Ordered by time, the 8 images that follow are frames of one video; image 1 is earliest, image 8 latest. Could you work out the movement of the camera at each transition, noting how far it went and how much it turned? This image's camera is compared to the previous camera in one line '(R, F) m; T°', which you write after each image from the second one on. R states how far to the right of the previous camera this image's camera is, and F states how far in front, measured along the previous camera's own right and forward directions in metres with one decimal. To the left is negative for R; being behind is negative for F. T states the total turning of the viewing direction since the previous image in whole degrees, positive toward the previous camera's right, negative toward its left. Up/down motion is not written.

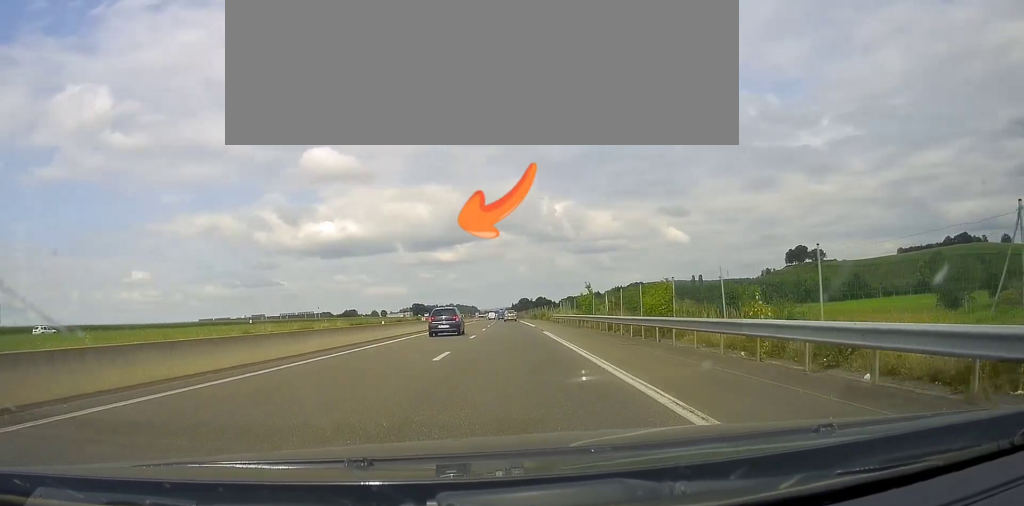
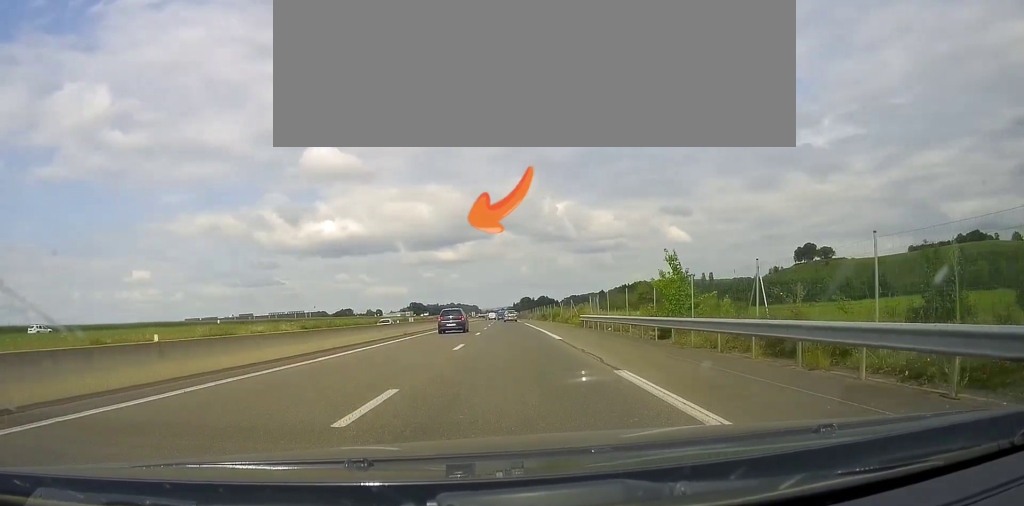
(-0.5, +21.9) m; -1°
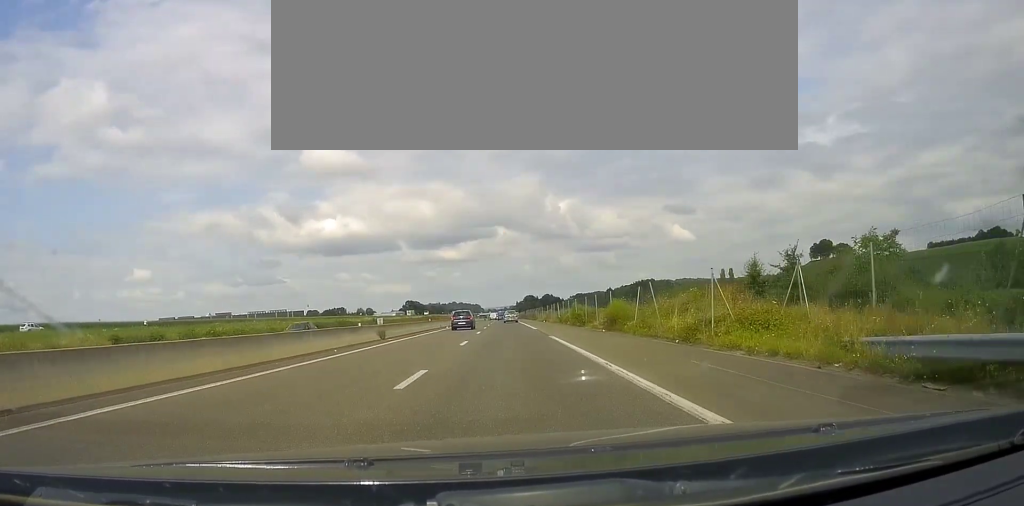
(0.0, +36.0) m; +1°
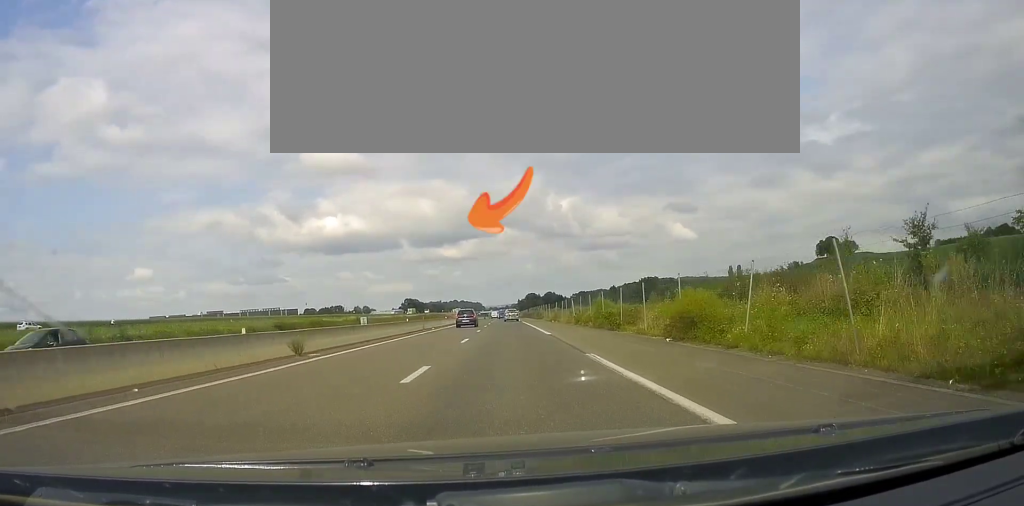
(0.0, +12.6) m; 0°
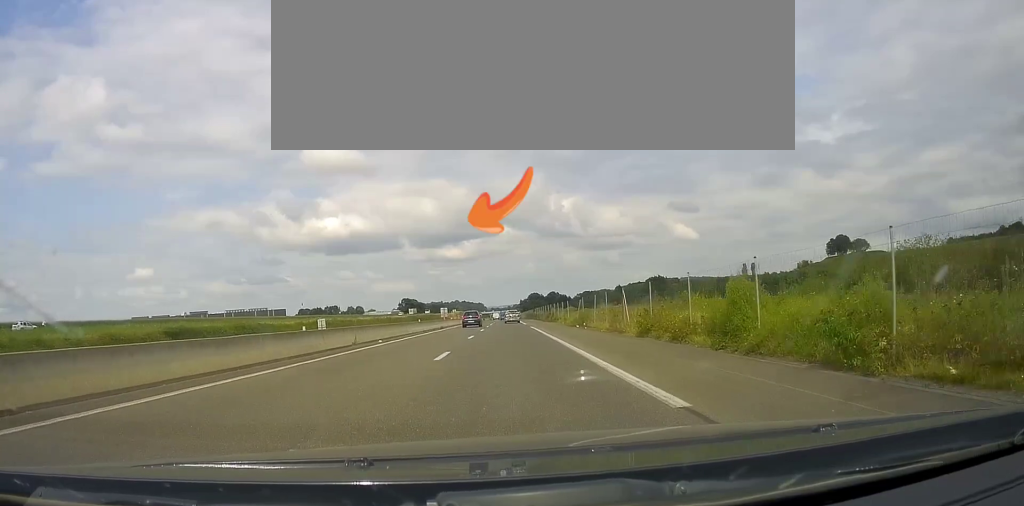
(0.0, +21.4) m; 0°
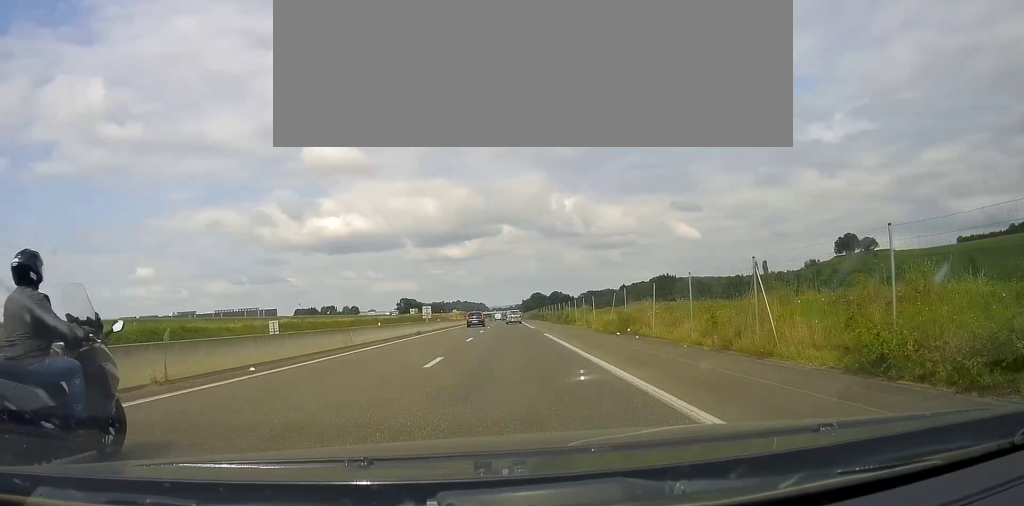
(+0.1, +15.0) m; -1°
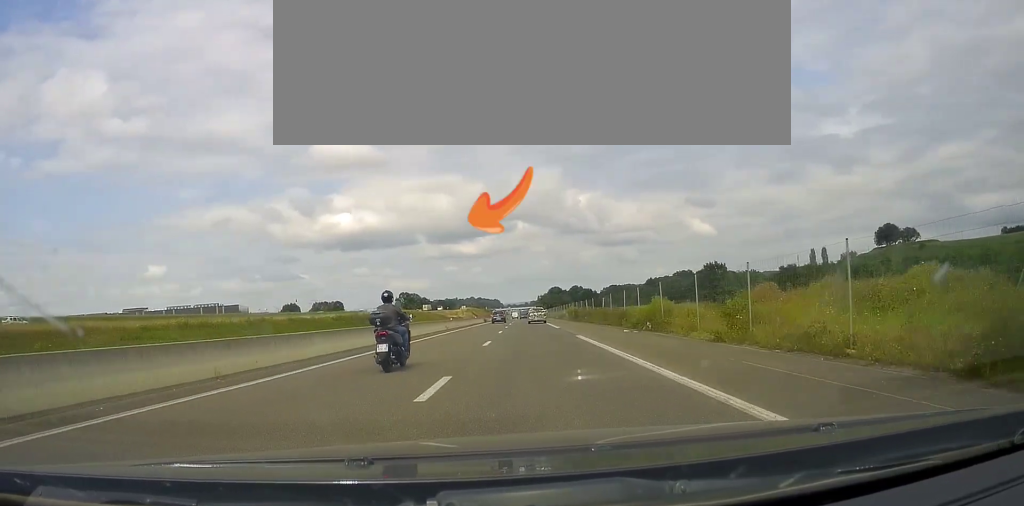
(-0.5, +55.6) m; 0°
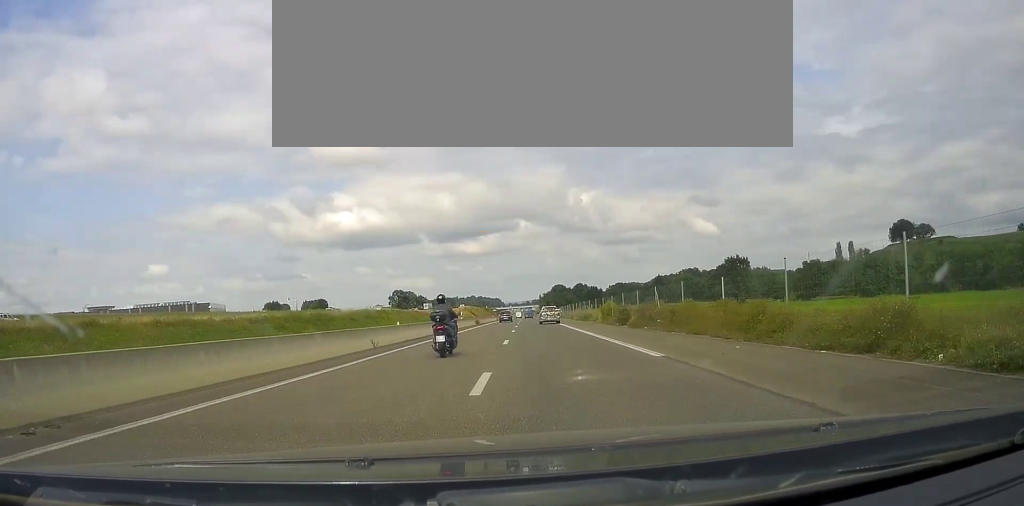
(0.0, +24.5) m; -1°
